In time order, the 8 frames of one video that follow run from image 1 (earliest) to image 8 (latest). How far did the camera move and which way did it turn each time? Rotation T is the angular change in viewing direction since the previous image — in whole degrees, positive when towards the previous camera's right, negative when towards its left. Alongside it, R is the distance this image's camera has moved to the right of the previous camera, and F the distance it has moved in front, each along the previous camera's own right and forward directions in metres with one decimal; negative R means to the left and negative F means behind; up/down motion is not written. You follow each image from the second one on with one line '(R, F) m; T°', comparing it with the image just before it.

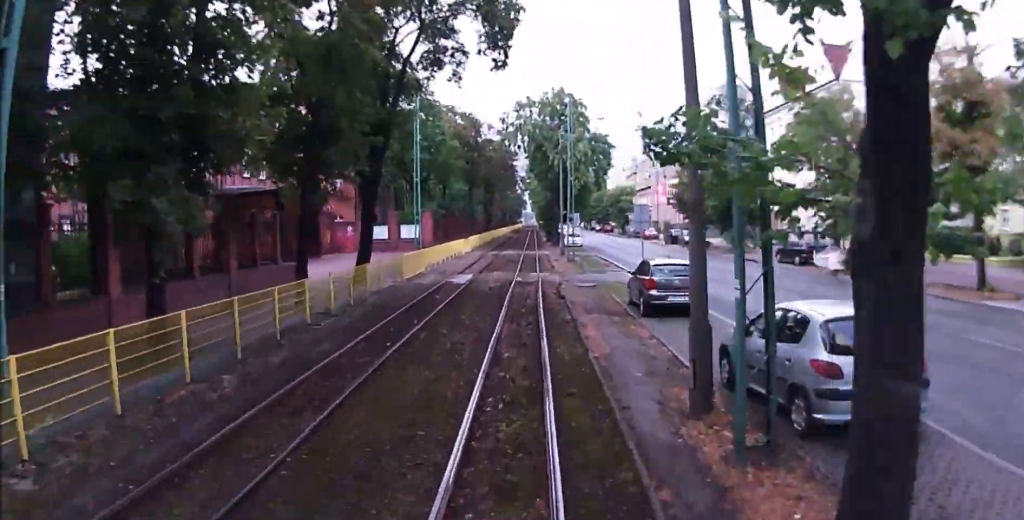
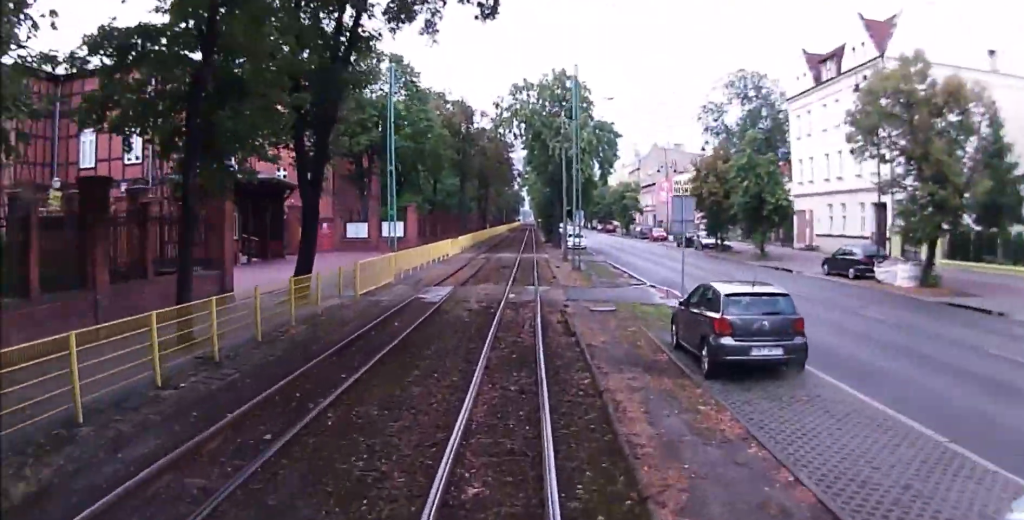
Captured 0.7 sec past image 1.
(-0.2, +7.4) m; -1°
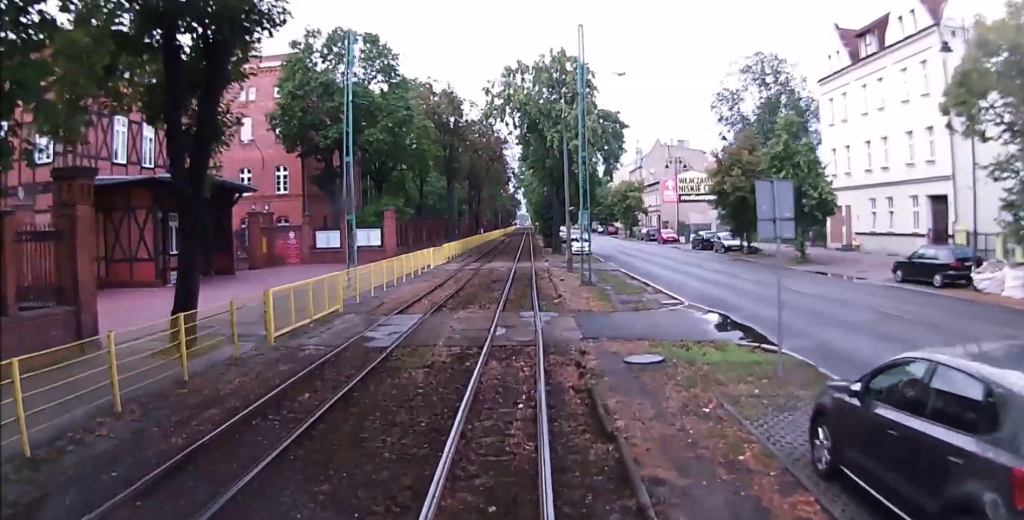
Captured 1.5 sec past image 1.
(0.0, +7.7) m; +1°
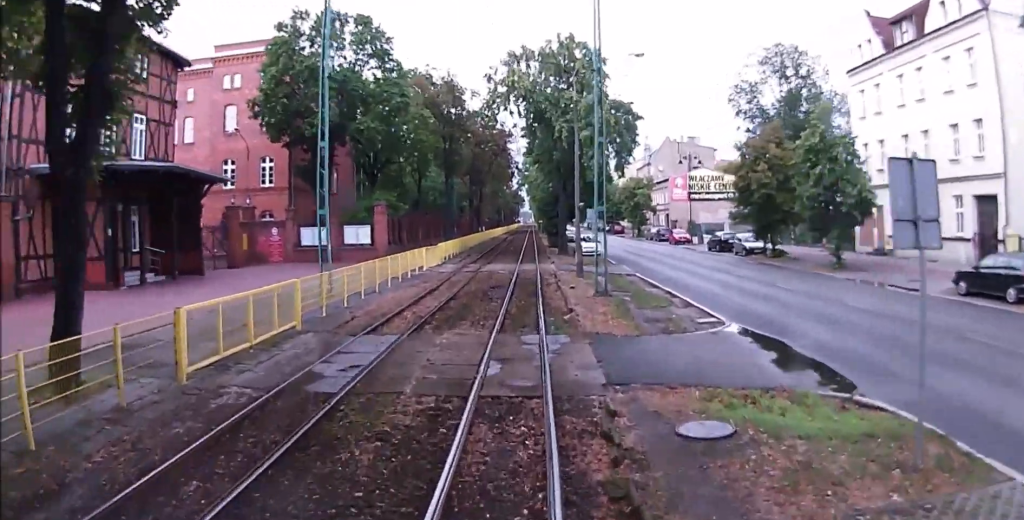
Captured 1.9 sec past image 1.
(+0.1, +4.3) m; 0°
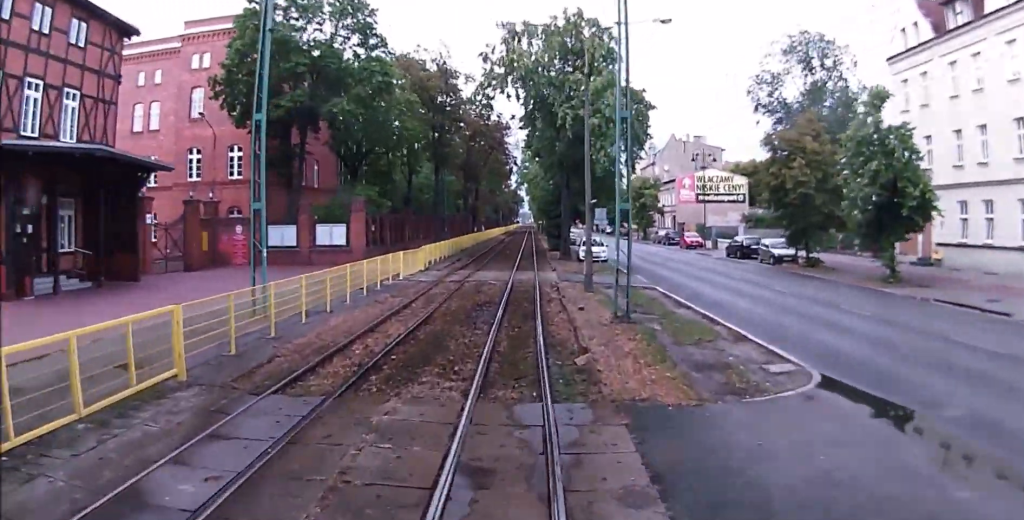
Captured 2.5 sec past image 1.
(+0.1, +5.9) m; 0°
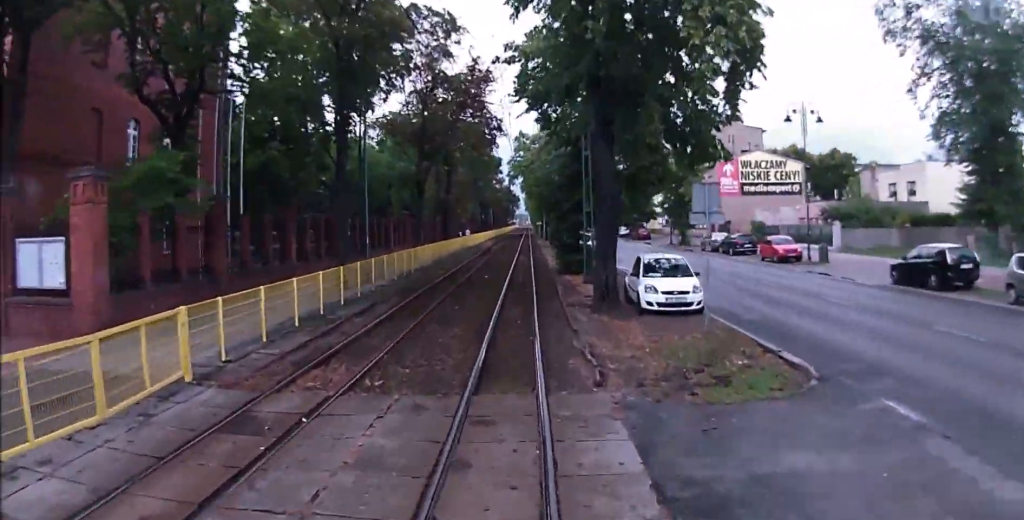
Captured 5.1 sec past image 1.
(-0.7, +25.1) m; +2°
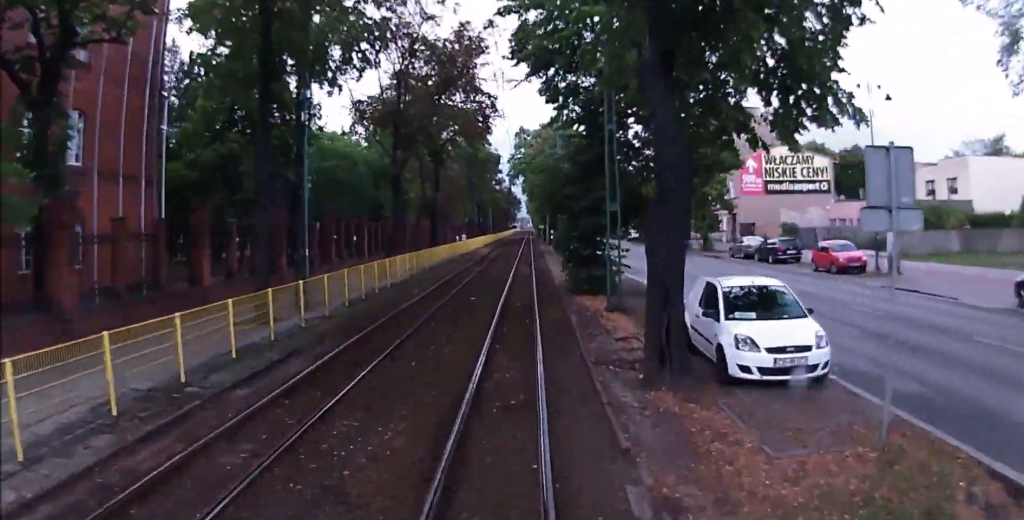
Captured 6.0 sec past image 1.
(+0.4, +7.7) m; +3°
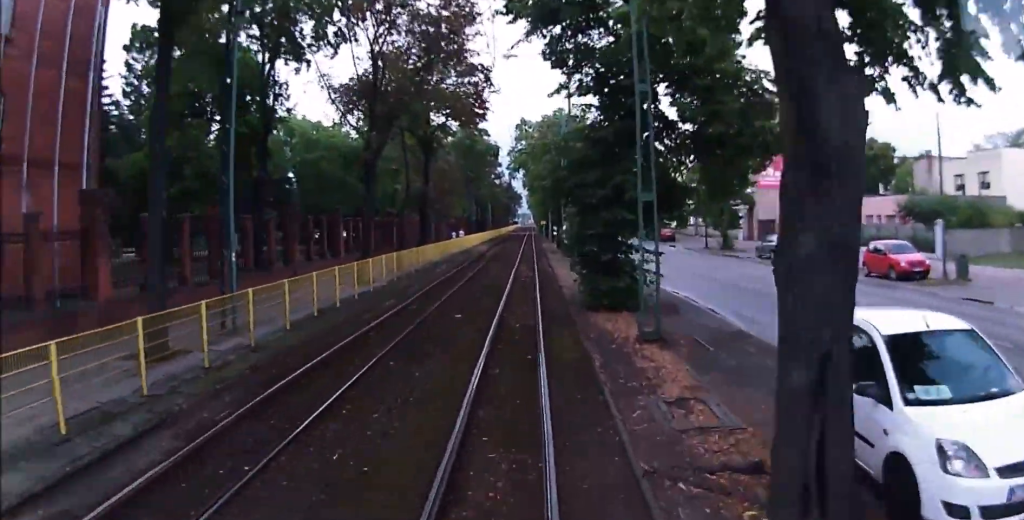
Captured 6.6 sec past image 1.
(+0.3, +5.5) m; 0°
